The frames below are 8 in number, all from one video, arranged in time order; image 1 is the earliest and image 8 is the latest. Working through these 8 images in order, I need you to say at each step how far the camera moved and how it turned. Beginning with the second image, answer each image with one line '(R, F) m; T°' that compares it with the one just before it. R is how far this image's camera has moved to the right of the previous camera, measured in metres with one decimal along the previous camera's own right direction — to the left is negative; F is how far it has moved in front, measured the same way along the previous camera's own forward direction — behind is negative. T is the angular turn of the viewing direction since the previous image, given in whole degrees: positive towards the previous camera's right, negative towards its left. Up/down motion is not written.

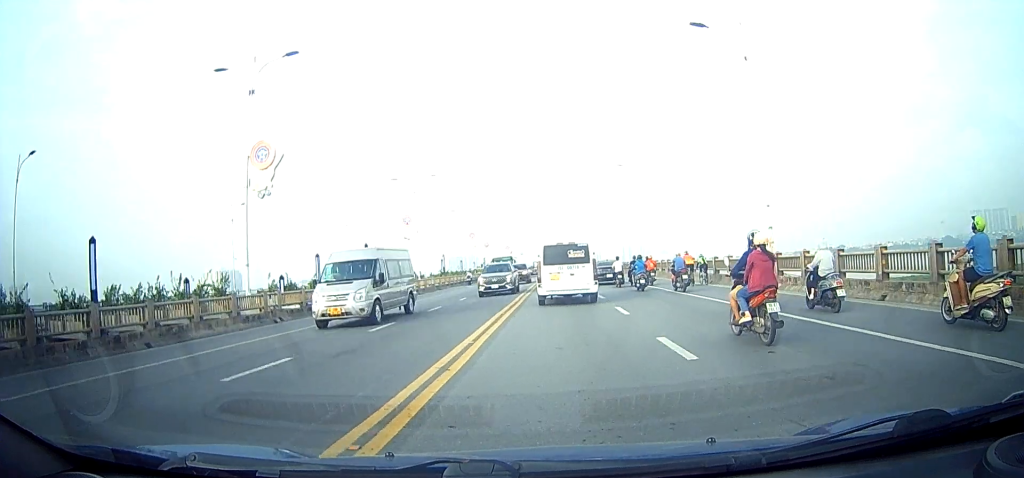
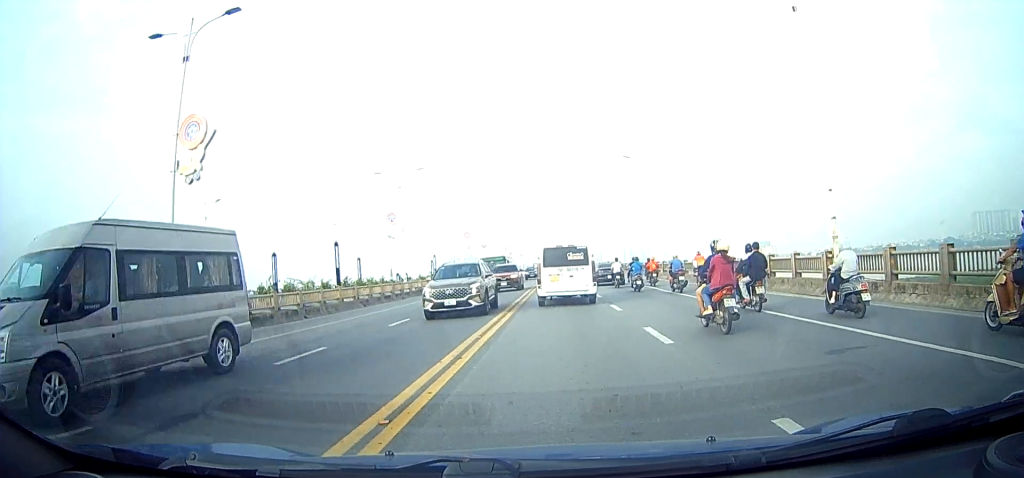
(0.0, +5.7) m; 0°
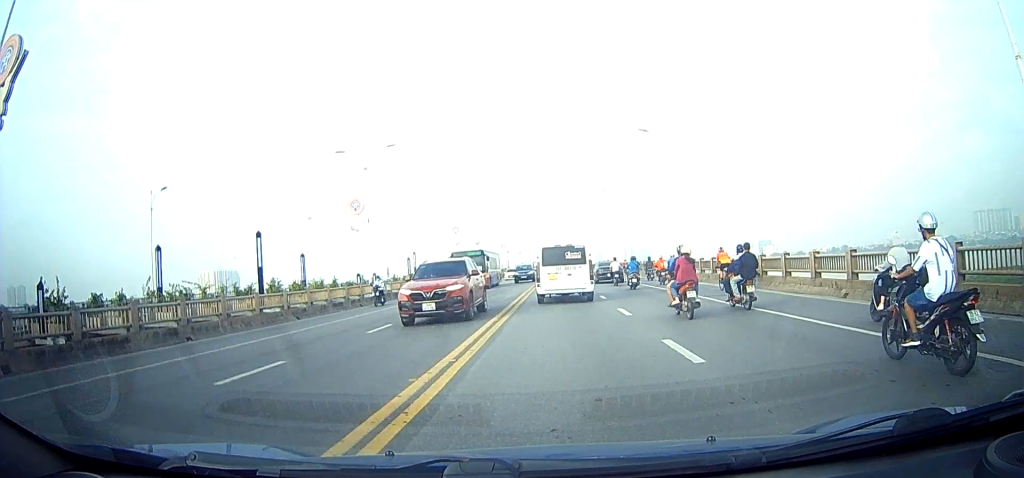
(0.0, +8.1) m; -1°
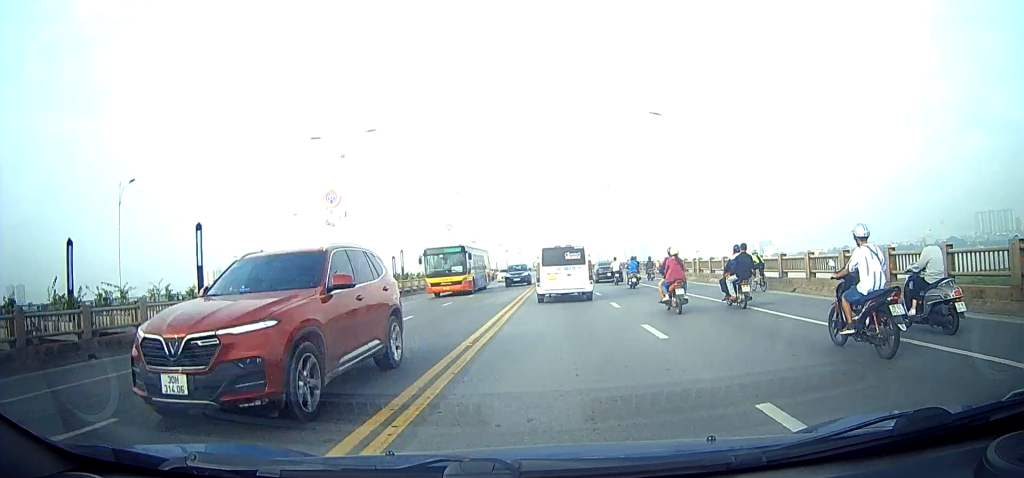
(-0.1, +4.5) m; -1°
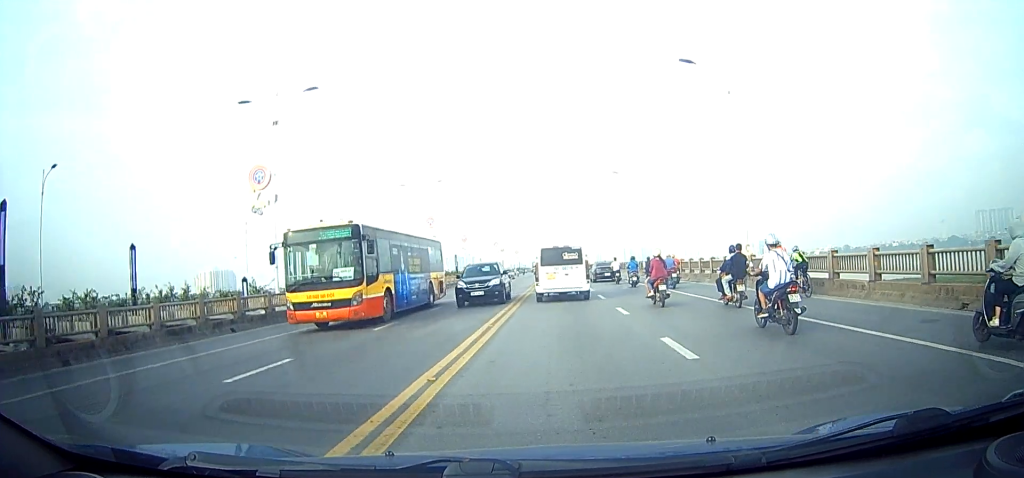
(-0.1, +7.9) m; -1°
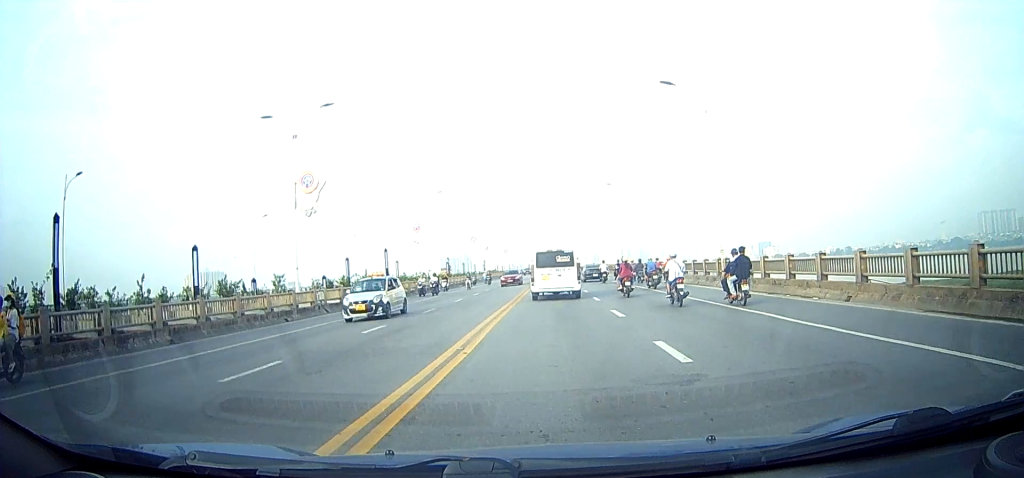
(+0.4, +26.6) m; +1°
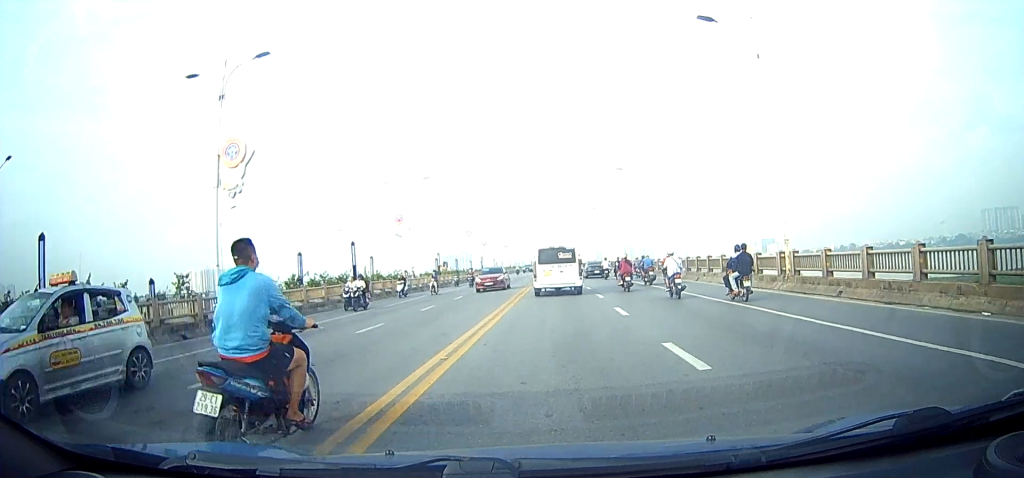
(0.0, +7.0) m; 0°
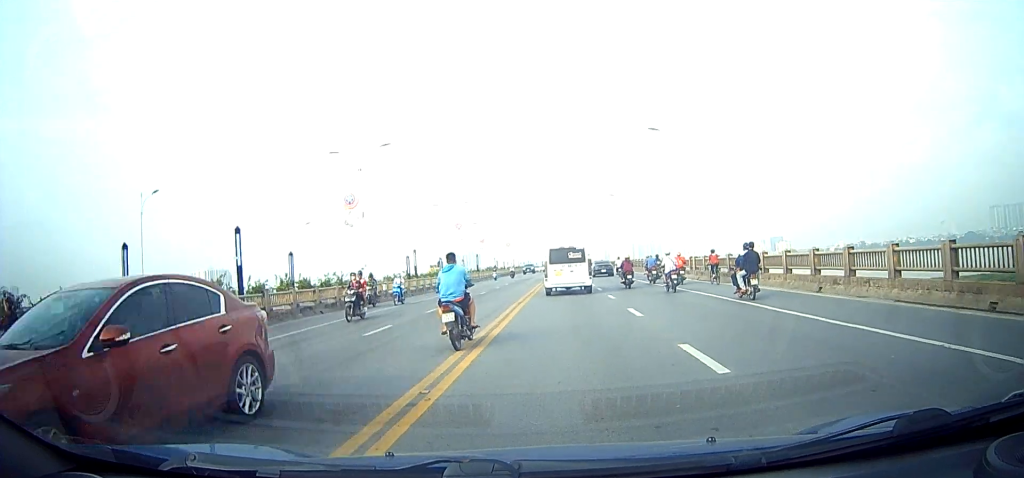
(-0.1, +14.1) m; -1°
